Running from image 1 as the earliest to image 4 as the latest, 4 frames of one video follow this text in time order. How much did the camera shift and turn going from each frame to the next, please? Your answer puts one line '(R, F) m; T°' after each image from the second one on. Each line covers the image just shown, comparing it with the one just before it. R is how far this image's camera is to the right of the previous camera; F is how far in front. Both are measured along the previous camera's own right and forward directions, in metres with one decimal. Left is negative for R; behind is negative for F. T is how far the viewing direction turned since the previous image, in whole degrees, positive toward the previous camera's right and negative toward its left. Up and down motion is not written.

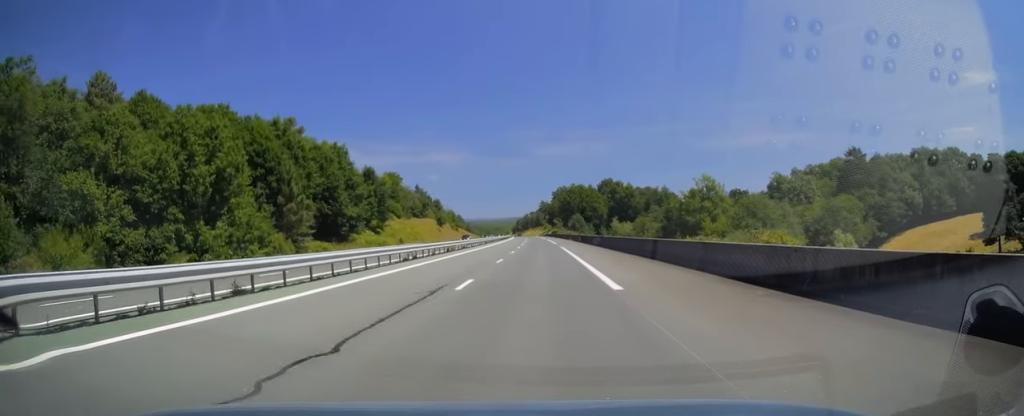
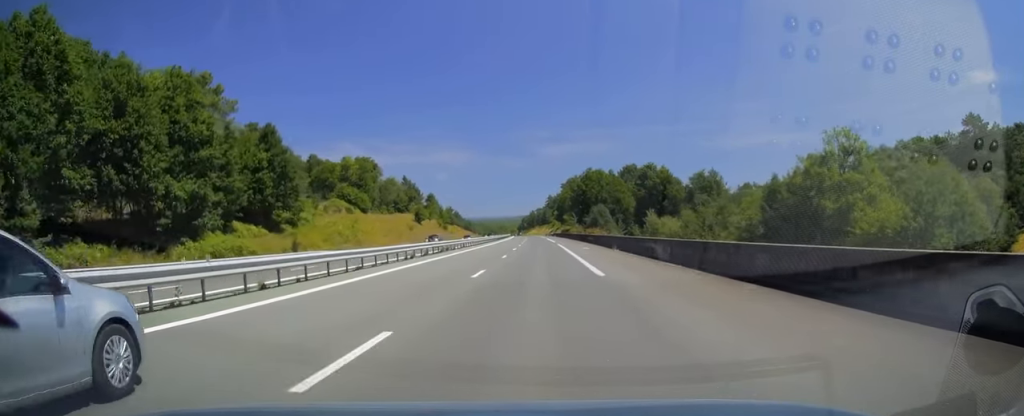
(-0.5, +48.6) m; -1°
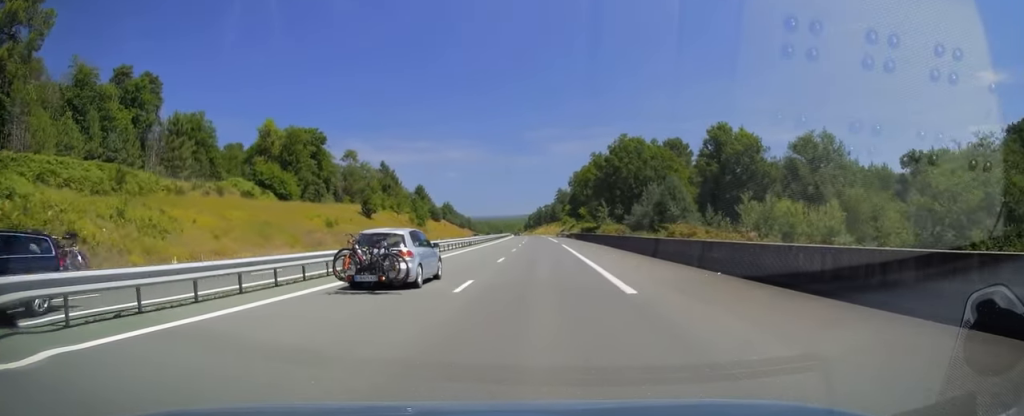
(-0.3, +56.6) m; 0°
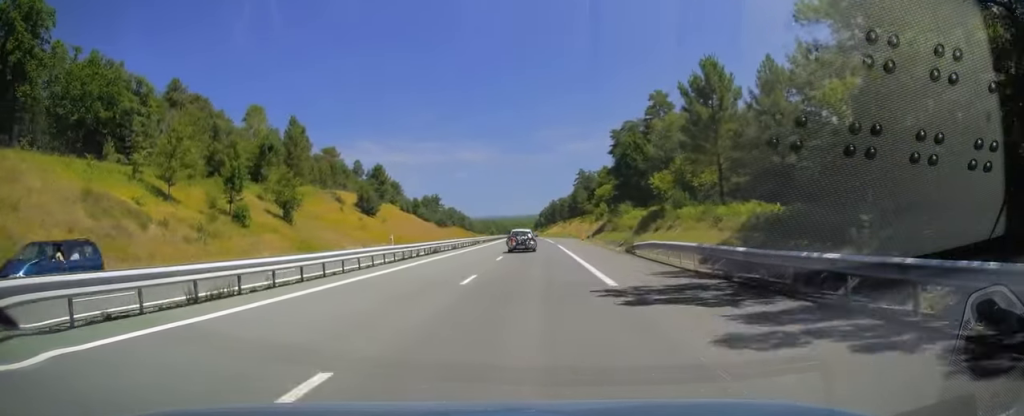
(-1.2, +102.0) m; -2°
